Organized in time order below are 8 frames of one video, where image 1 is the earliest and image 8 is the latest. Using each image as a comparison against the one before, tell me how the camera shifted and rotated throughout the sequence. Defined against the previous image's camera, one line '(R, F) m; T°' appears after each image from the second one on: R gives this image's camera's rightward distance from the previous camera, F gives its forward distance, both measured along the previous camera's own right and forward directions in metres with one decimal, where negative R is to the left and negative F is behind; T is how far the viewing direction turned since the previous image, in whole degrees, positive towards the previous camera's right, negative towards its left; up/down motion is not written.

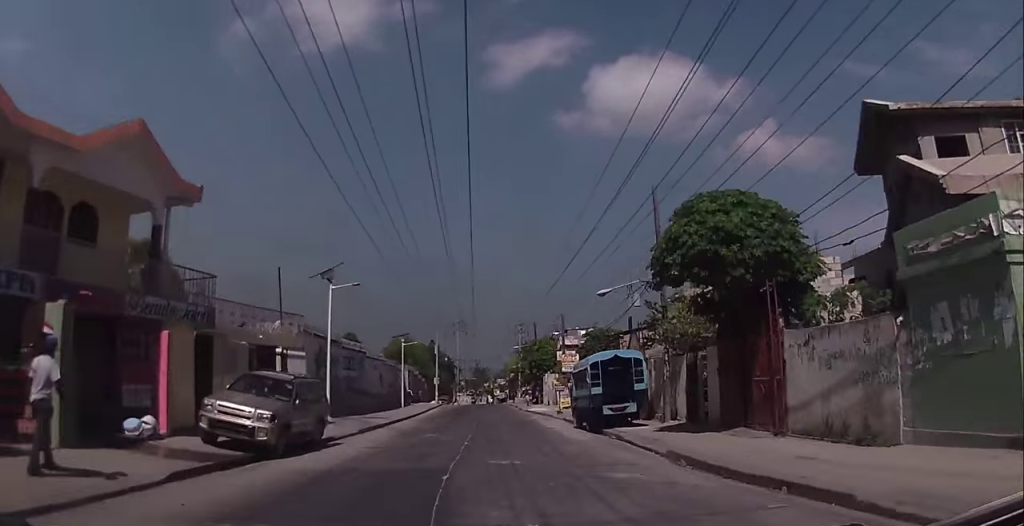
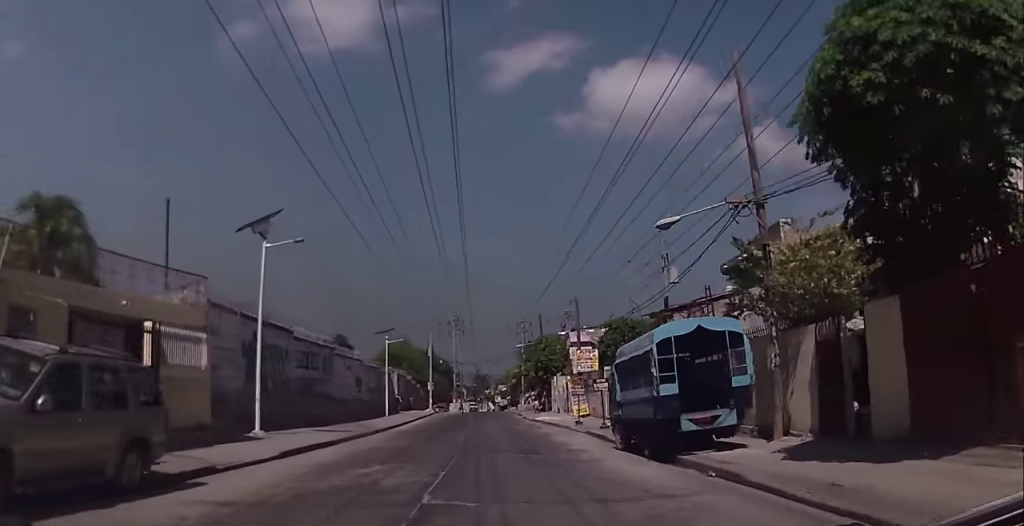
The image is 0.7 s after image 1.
(+0.1, +8.5) m; +1°
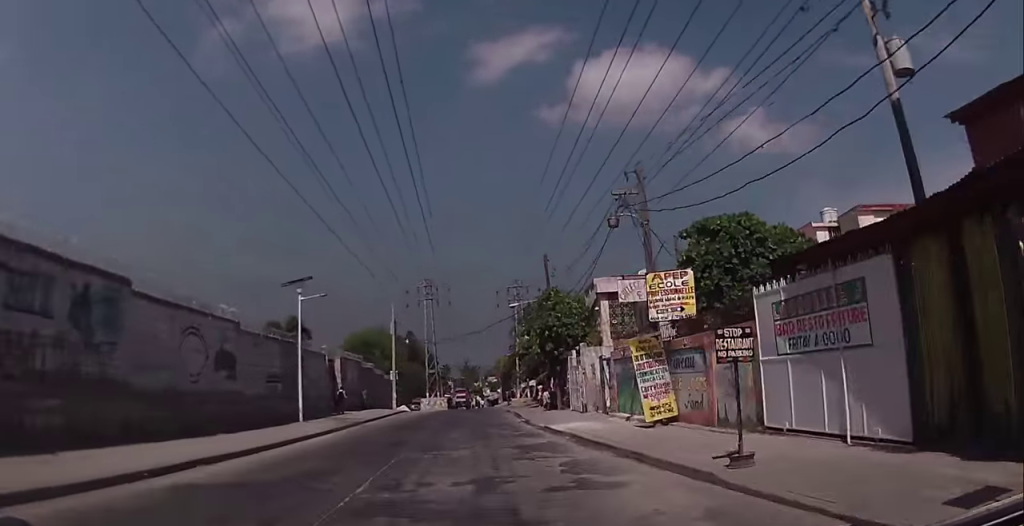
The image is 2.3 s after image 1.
(-0.2, +20.3) m; +1°
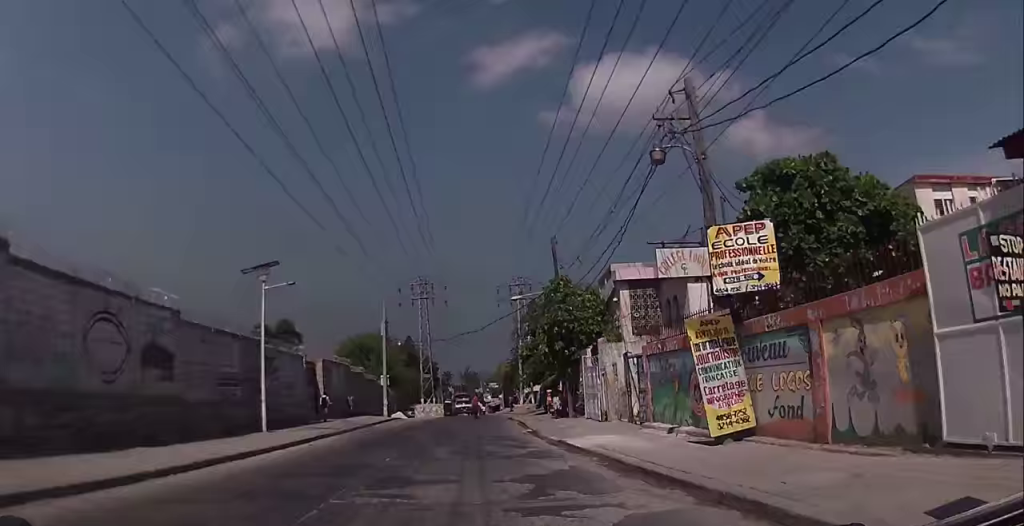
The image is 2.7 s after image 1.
(+0.1, +5.4) m; +1°
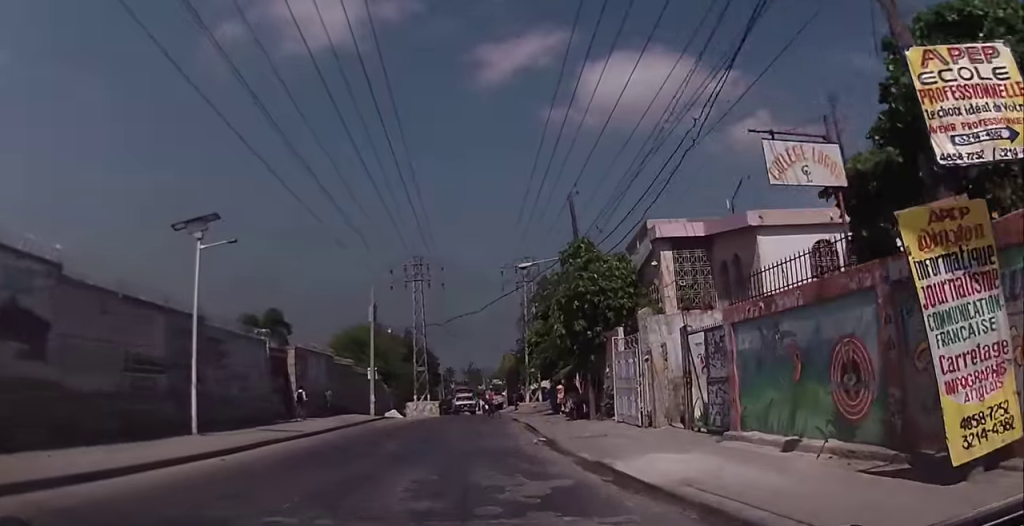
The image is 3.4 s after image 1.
(+0.3, +7.1) m; +1°
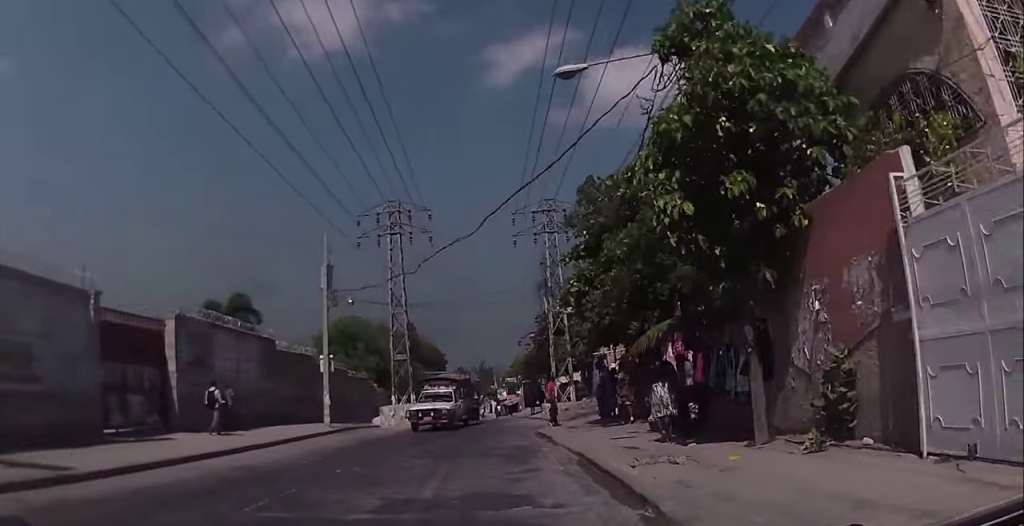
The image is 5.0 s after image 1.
(-1.2, +15.5) m; -5°
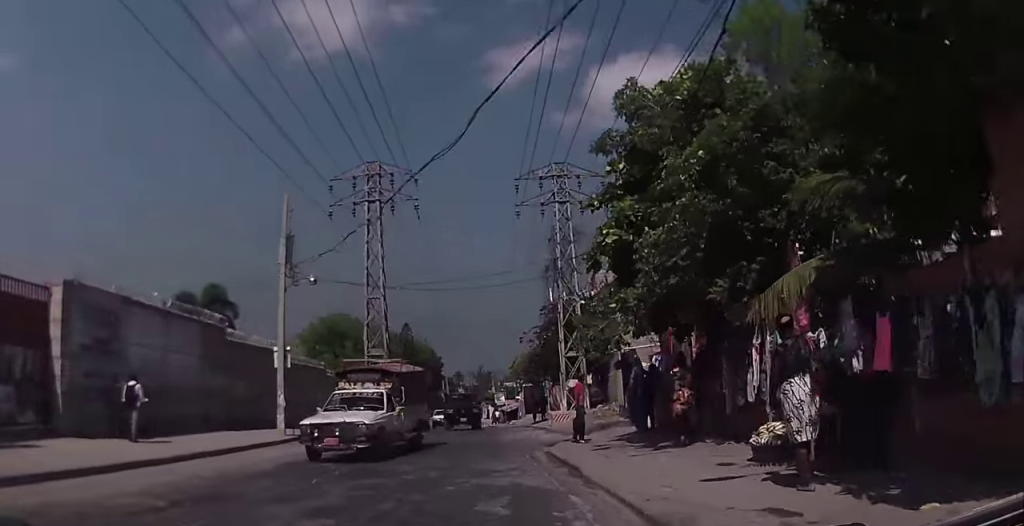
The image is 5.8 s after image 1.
(0.0, +6.4) m; +2°
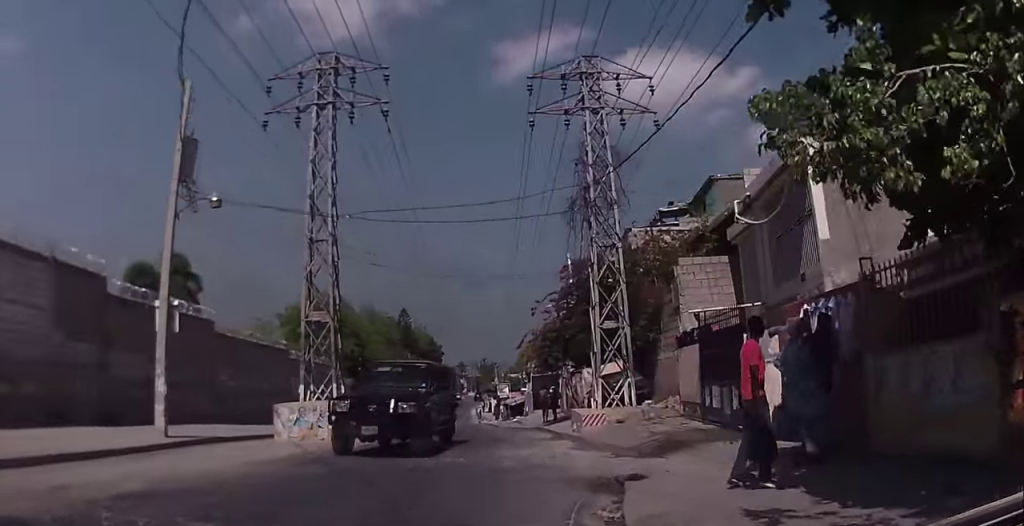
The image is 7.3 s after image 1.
(+0.7, +10.6) m; 0°
